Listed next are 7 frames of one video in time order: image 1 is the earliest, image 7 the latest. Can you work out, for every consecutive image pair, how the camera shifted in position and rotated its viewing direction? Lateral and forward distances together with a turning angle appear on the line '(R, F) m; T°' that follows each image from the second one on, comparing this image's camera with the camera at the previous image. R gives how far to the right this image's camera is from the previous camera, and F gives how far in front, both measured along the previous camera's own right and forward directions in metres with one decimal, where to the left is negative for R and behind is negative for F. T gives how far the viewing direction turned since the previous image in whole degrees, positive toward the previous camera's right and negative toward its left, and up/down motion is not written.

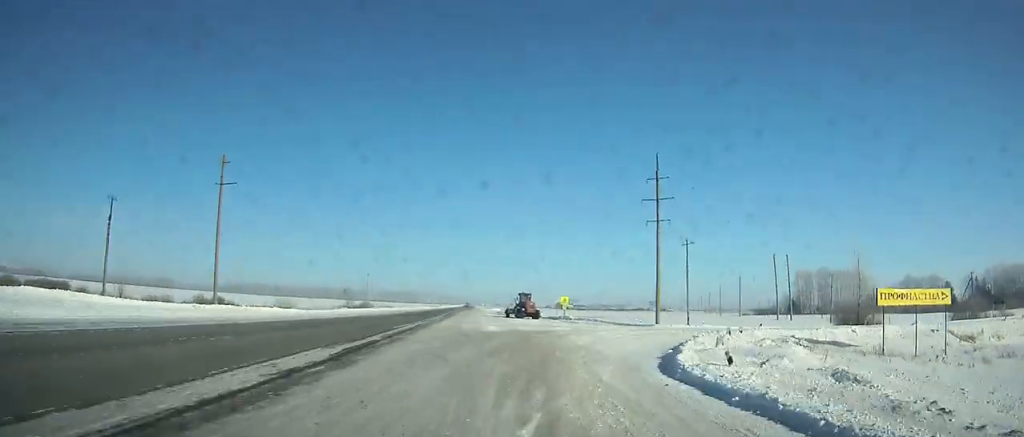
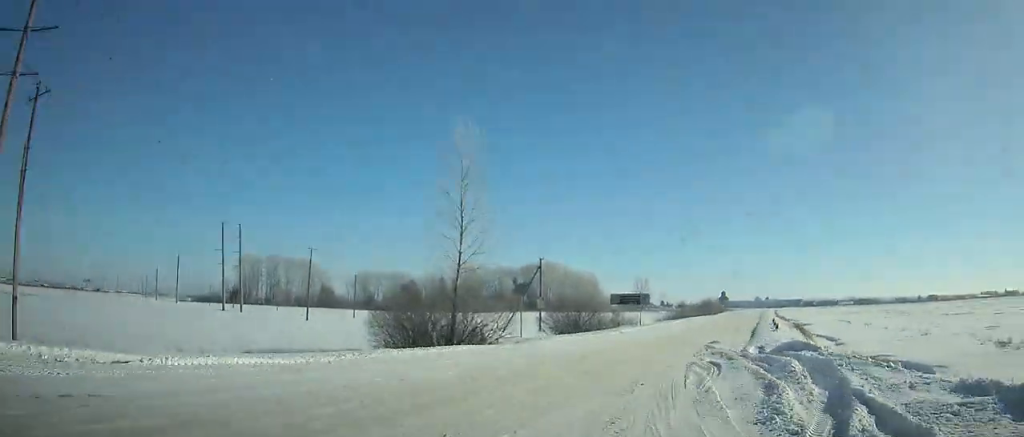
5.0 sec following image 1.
(+13.6, +46.0) m; +45°
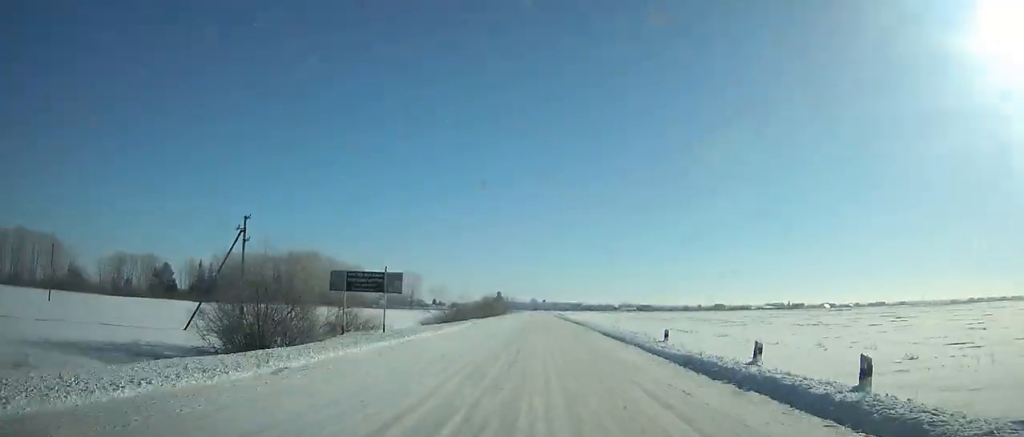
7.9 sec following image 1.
(+8.9, +27.5) m; +24°
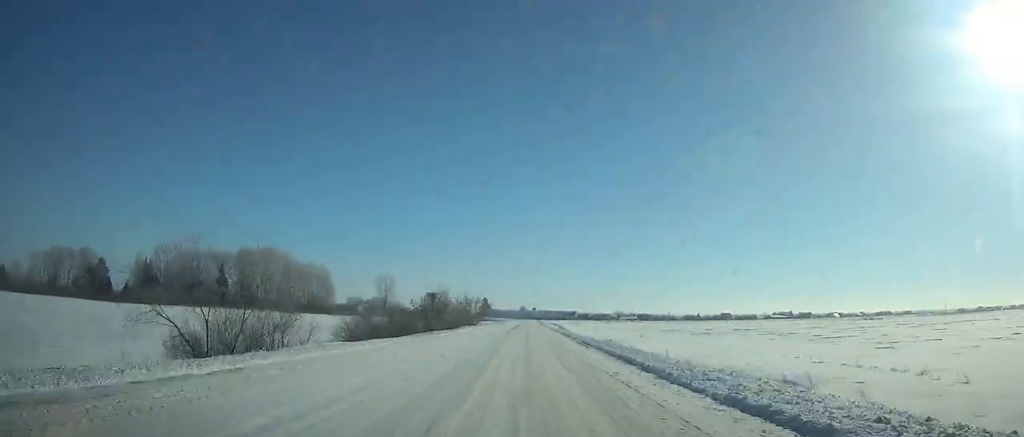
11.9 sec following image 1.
(+4.6, +46.1) m; +4°
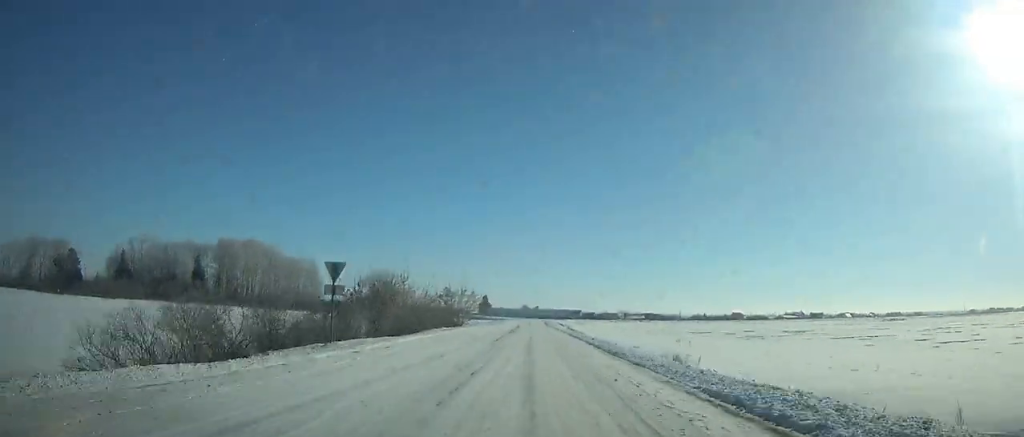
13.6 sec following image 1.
(-0.2, +21.8) m; -1°
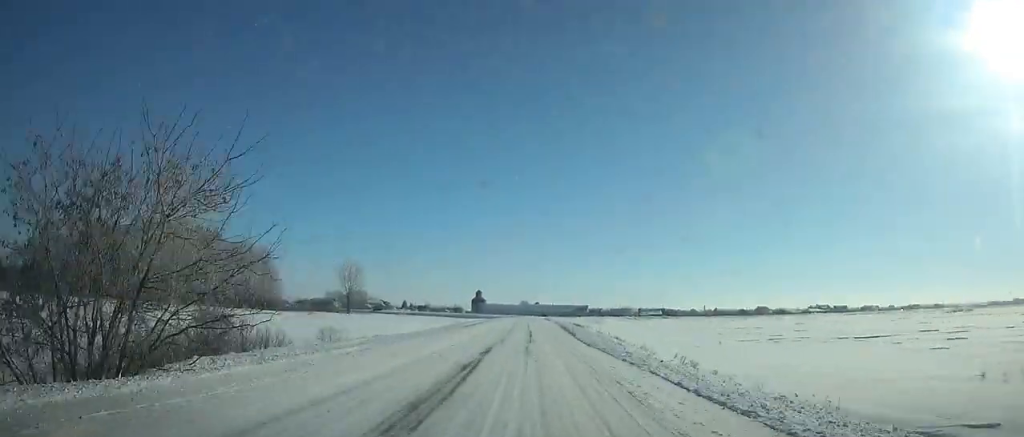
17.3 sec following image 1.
(-0.4, +52.8) m; 0°
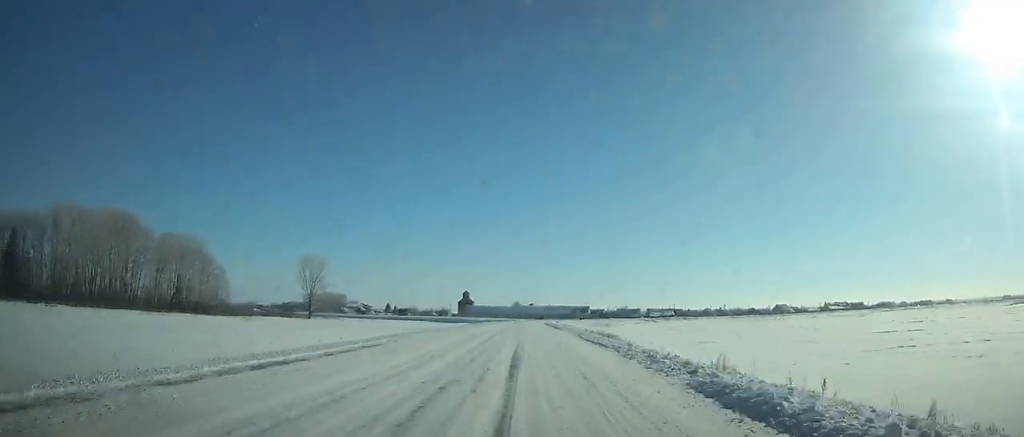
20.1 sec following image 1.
(0.0, +42.3) m; 0°
